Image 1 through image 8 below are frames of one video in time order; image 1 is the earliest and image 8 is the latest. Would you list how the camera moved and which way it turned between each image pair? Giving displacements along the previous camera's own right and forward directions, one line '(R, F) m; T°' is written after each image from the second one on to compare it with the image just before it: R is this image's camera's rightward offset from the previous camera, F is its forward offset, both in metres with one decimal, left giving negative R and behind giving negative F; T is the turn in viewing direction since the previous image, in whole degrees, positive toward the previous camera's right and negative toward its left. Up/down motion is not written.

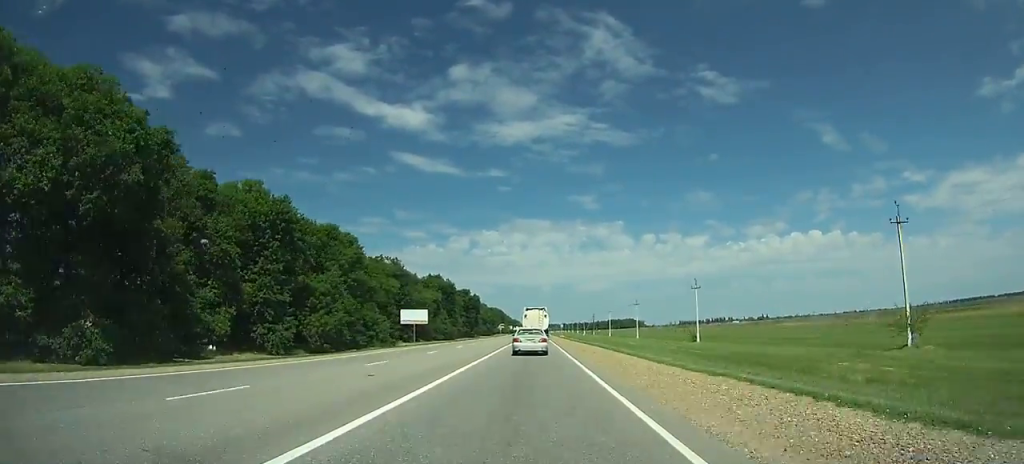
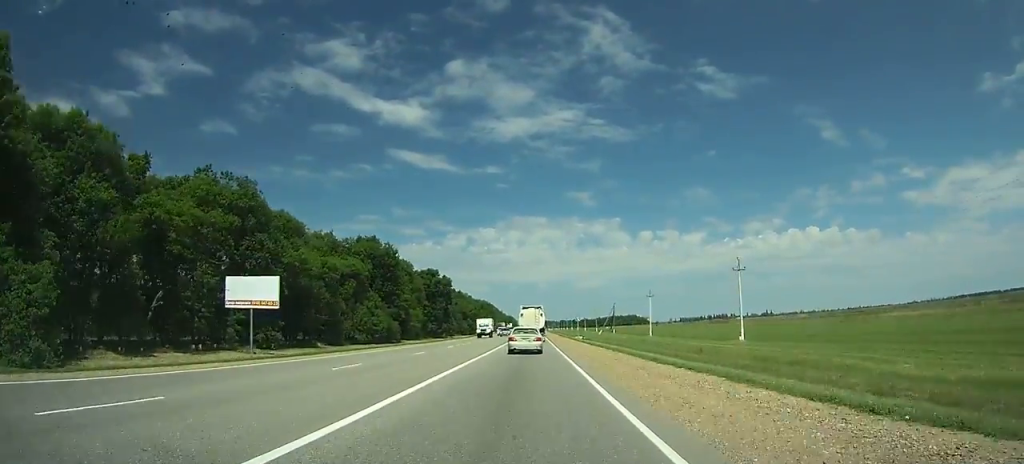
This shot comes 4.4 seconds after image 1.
(0.0, +76.0) m; 0°
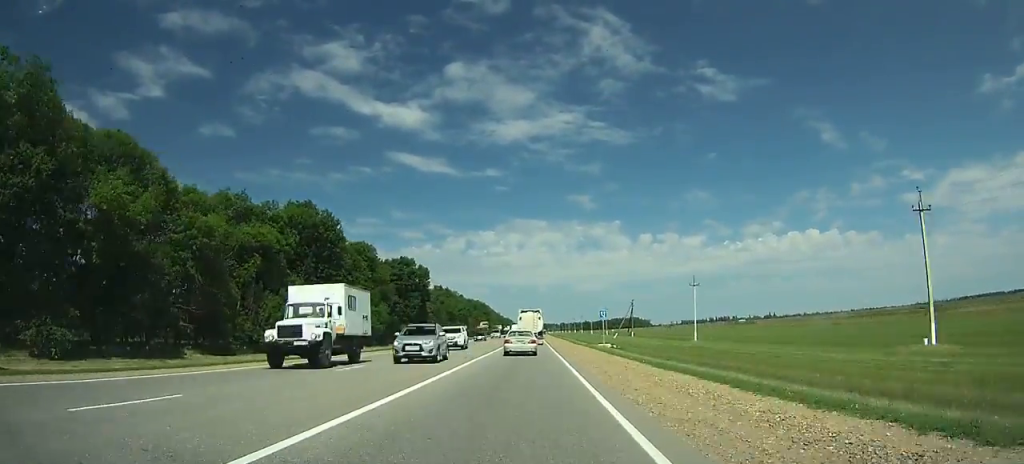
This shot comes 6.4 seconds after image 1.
(0.0, +34.2) m; 0°
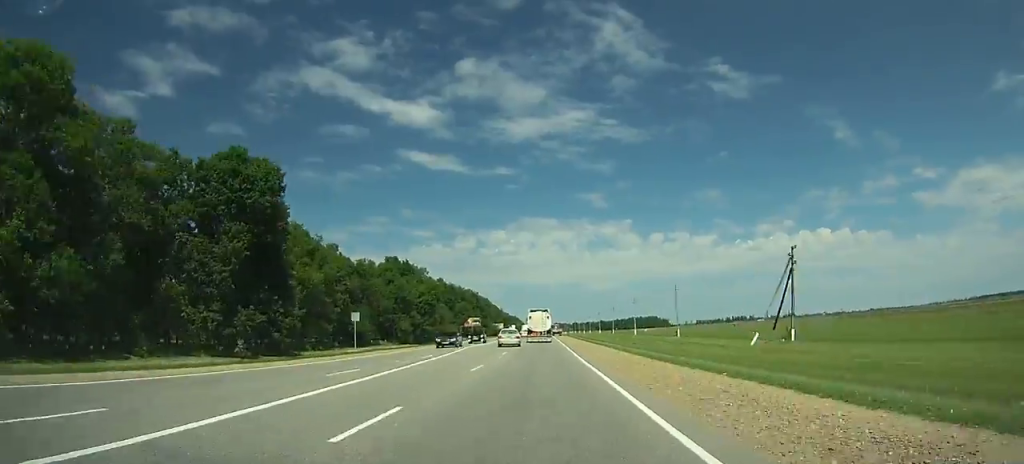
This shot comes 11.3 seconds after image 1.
(-0.2, +84.9) m; 0°
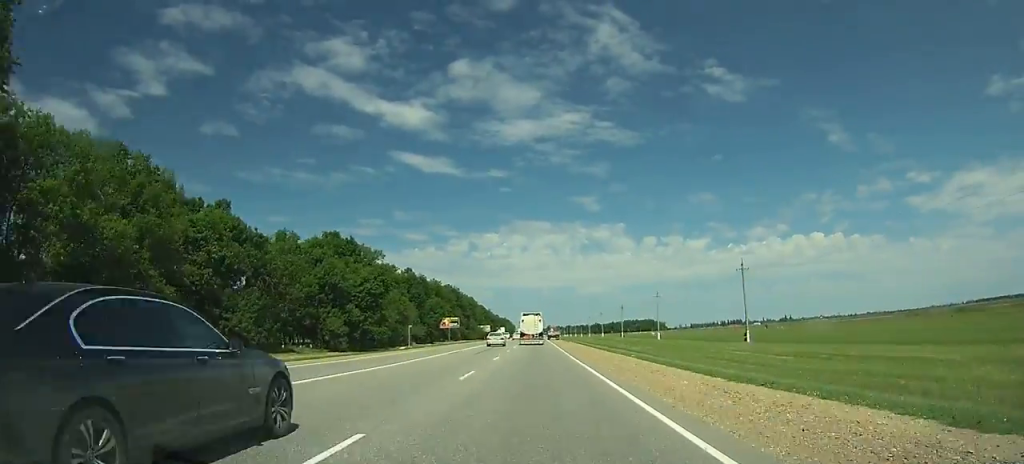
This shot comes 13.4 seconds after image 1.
(0.0, +36.1) m; 0°
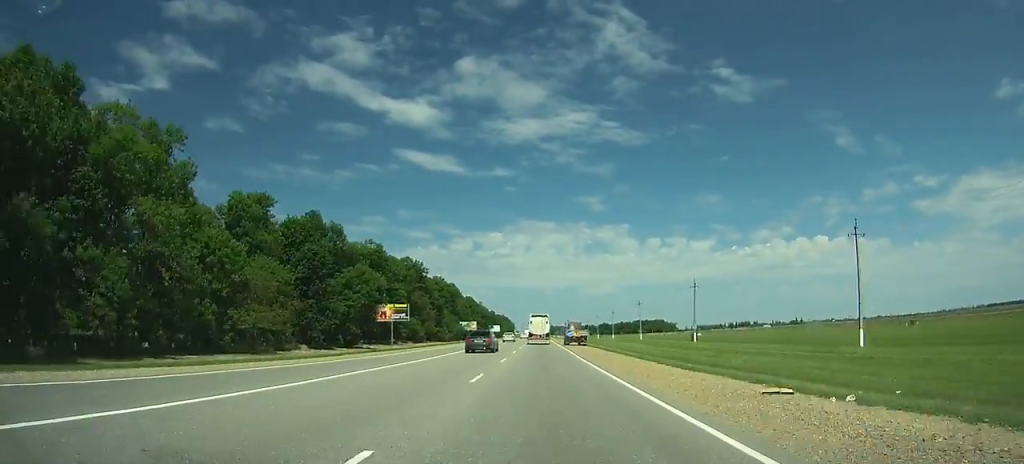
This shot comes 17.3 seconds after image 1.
(-0.1, +70.7) m; 0°
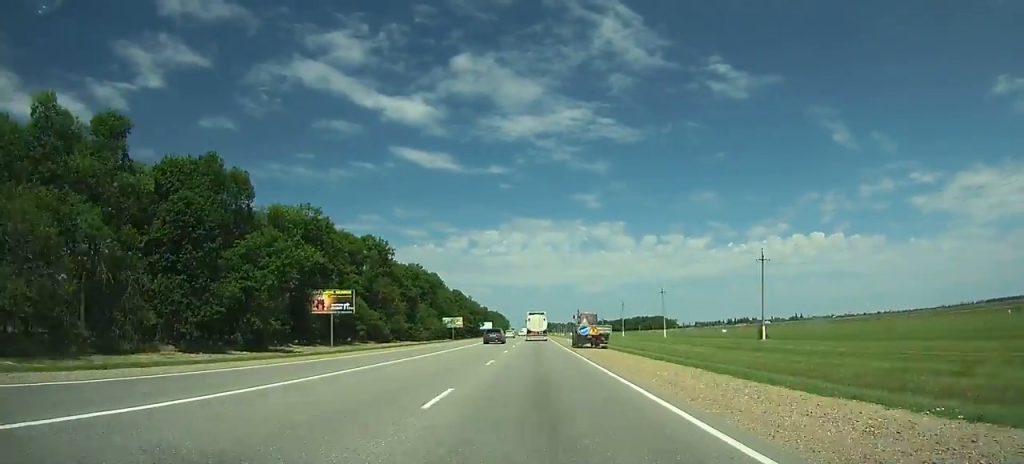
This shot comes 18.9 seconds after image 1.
(-0.2, +30.5) m; 0°
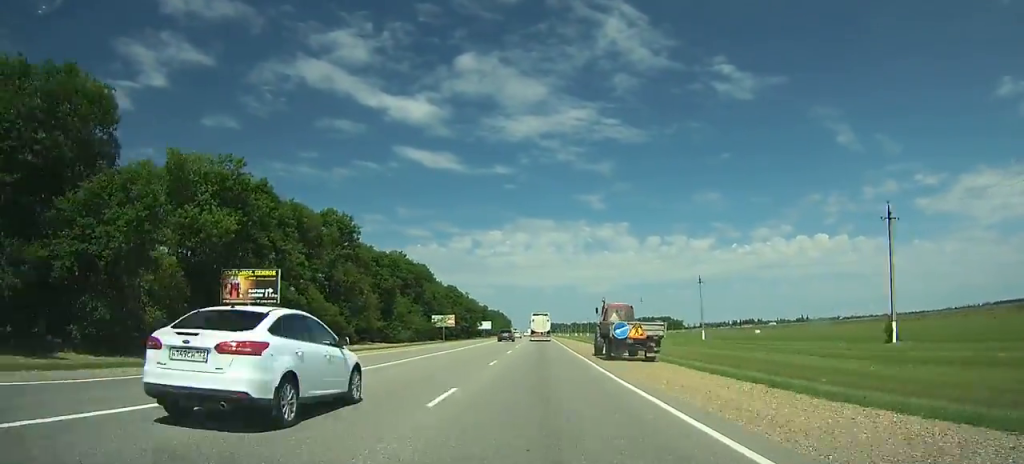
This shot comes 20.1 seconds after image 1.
(0.0, +23.2) m; 0°
